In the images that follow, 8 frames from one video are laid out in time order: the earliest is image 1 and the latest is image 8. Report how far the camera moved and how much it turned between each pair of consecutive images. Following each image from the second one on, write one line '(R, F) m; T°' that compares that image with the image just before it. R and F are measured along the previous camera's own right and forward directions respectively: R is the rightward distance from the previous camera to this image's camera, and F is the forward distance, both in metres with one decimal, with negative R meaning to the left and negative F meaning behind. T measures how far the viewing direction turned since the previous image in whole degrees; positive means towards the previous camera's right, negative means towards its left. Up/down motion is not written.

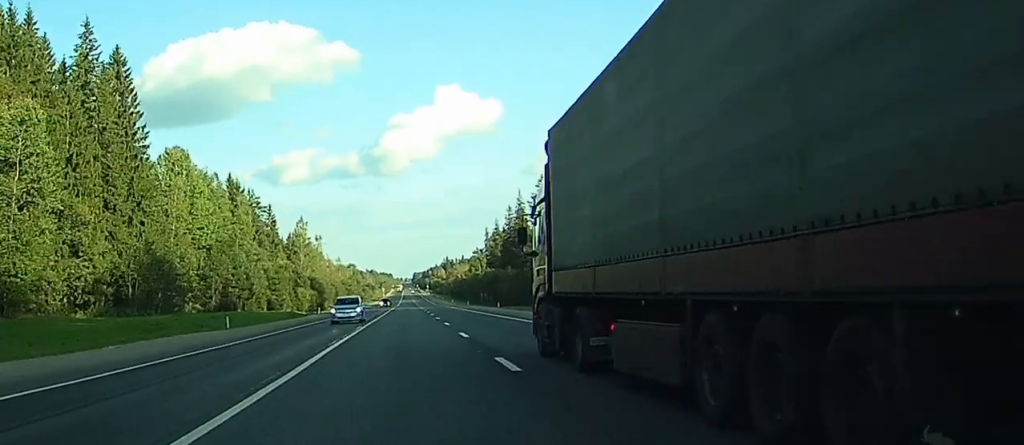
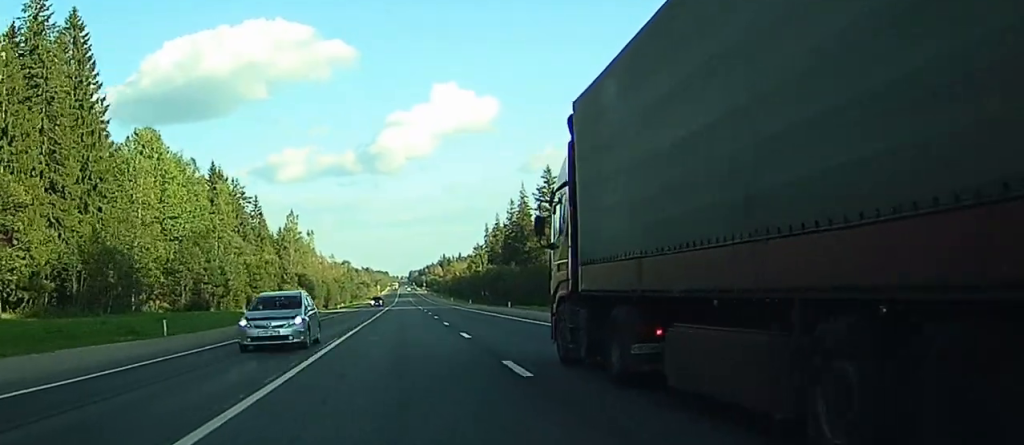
(+0.1, +13.2) m; 0°
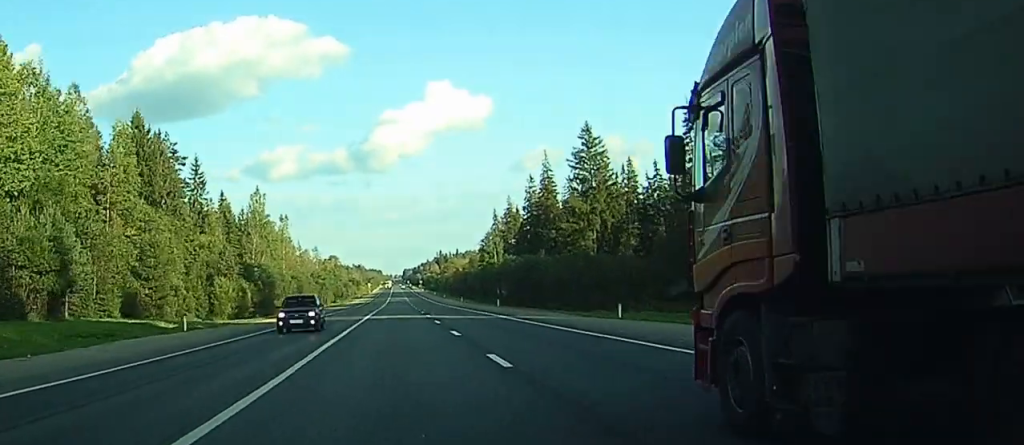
(+0.3, +45.7) m; +1°
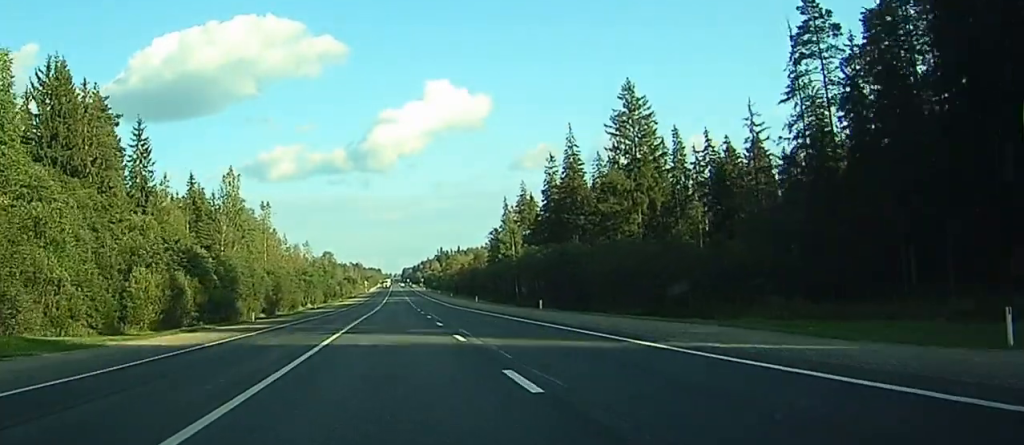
(+0.2, +27.6) m; 0°
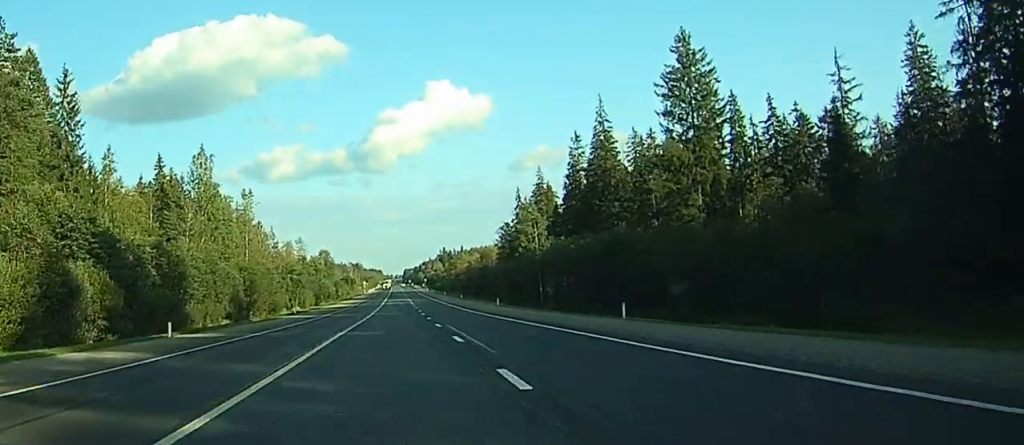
(0.0, +23.6) m; 0°
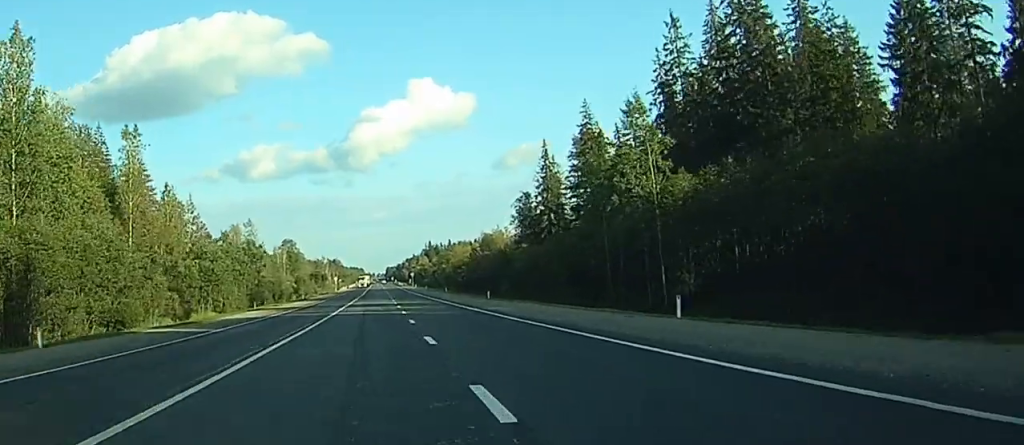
(-0.1, +60.8) m; +1°
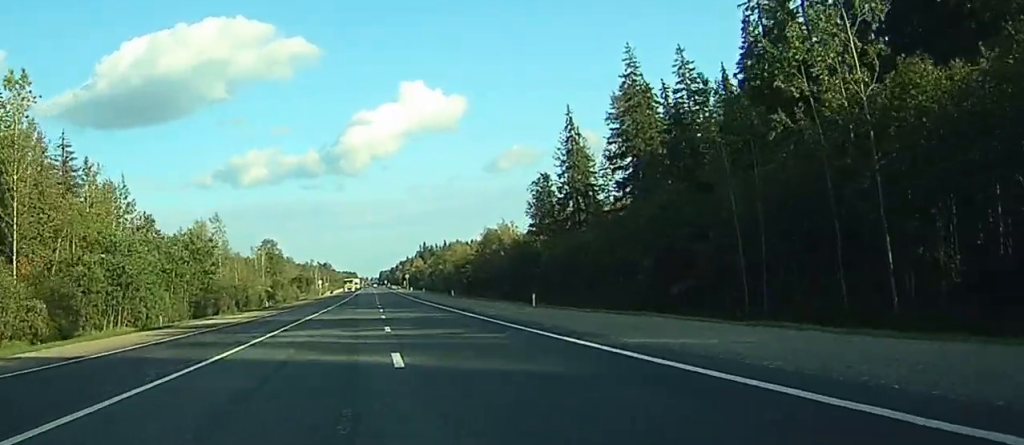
(+0.2, +28.9) m; 0°
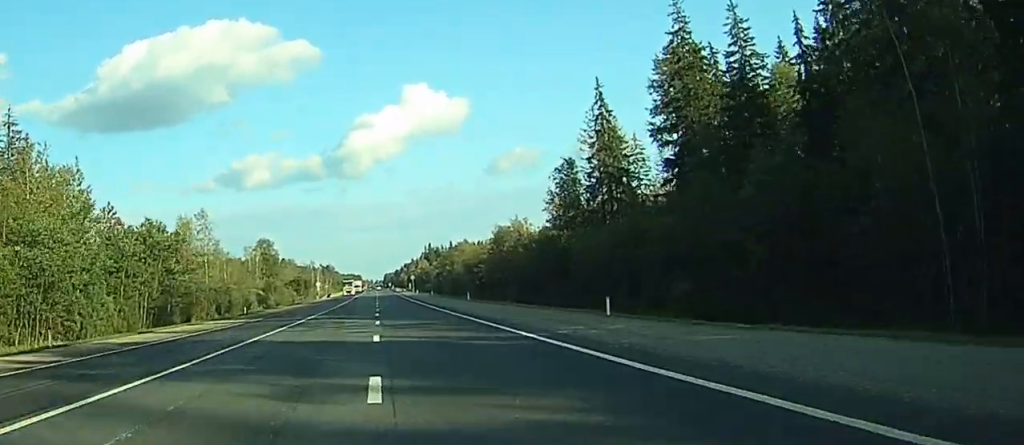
(+0.1, +16.6) m; 0°
